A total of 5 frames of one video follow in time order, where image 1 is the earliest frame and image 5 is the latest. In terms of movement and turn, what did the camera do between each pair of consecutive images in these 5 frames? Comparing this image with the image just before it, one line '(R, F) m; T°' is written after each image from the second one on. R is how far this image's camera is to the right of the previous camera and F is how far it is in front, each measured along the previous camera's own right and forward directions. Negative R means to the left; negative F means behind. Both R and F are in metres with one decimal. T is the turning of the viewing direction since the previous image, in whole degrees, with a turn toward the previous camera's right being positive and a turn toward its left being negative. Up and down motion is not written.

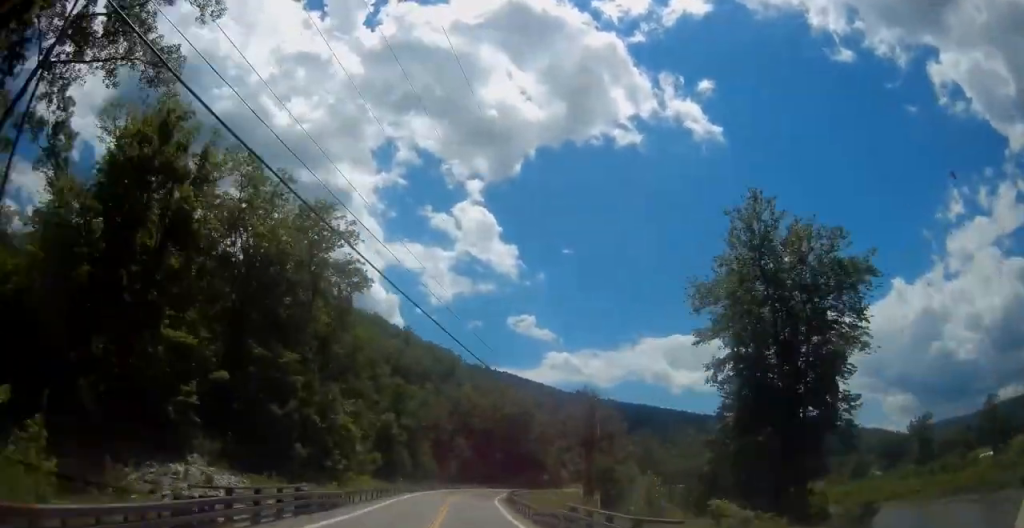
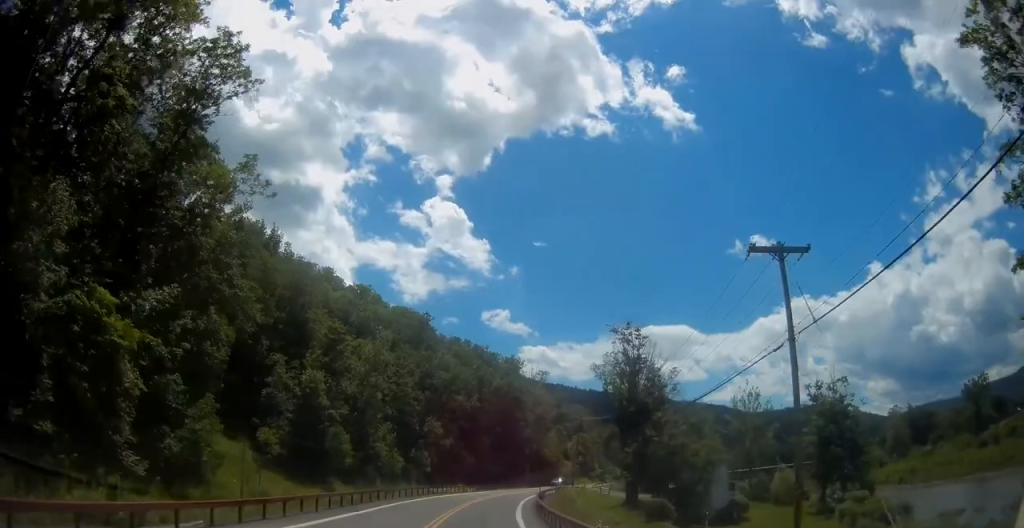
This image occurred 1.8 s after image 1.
(-0.4, +35.7) m; 0°
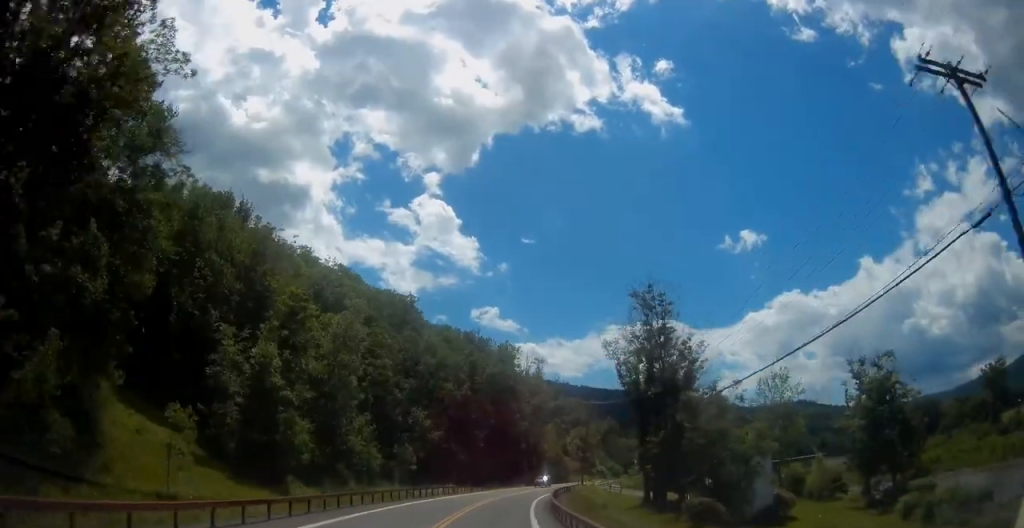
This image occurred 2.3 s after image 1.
(-0.3, +11.1) m; +1°
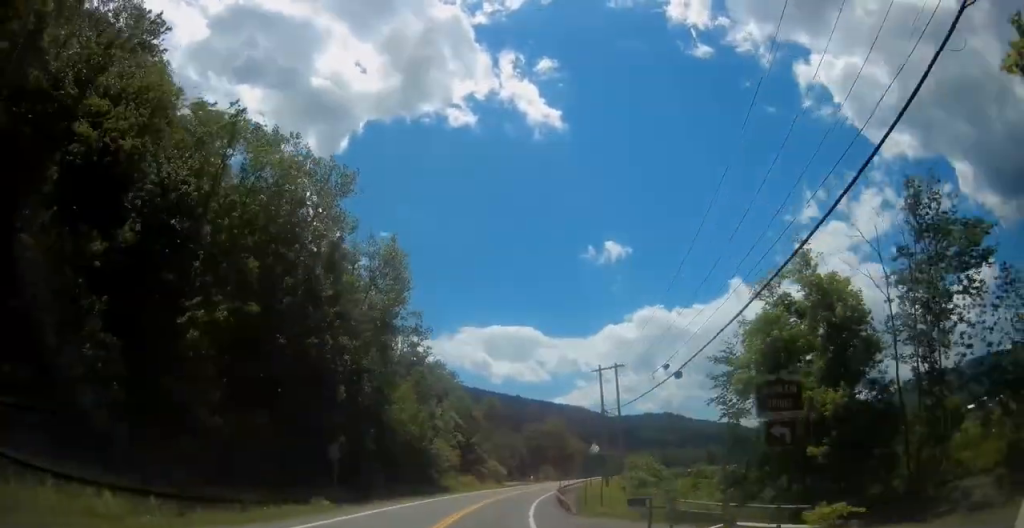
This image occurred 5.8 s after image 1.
(+7.2, +65.7) m; +13°
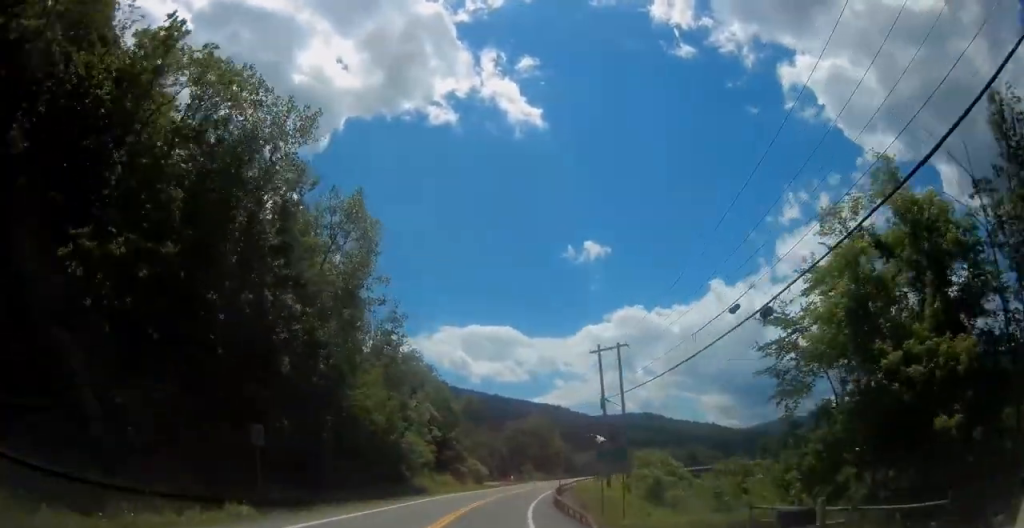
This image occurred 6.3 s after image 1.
(+0.1, +8.7) m; +2°
